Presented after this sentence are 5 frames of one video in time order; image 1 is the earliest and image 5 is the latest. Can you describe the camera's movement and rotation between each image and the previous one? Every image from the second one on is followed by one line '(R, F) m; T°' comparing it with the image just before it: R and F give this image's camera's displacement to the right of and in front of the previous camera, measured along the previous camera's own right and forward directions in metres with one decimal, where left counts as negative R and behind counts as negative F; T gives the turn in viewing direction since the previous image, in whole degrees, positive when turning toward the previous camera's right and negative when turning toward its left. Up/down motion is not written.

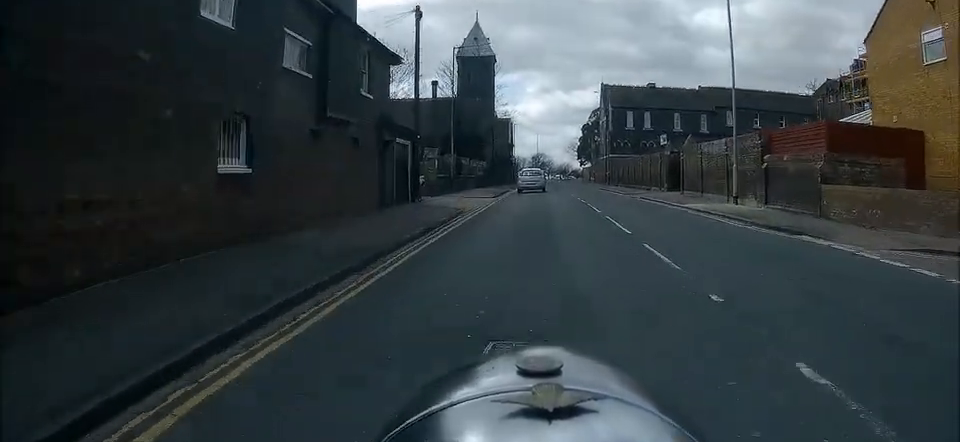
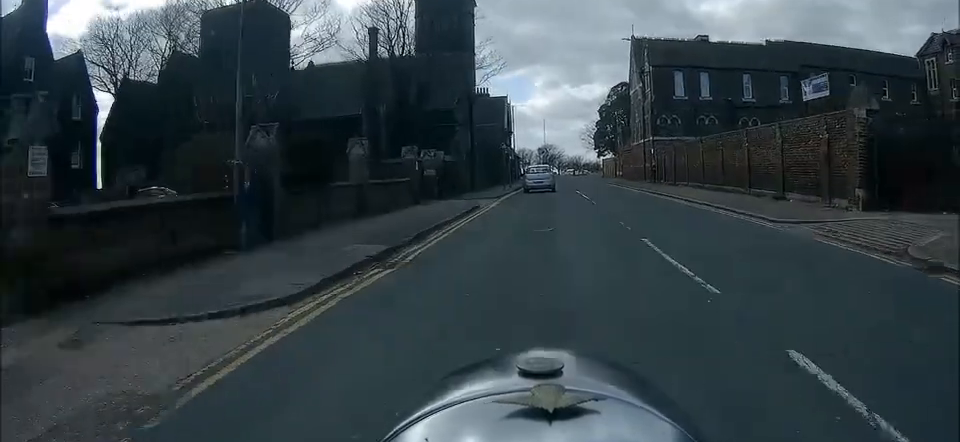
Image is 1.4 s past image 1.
(-0.1, +22.5) m; 0°
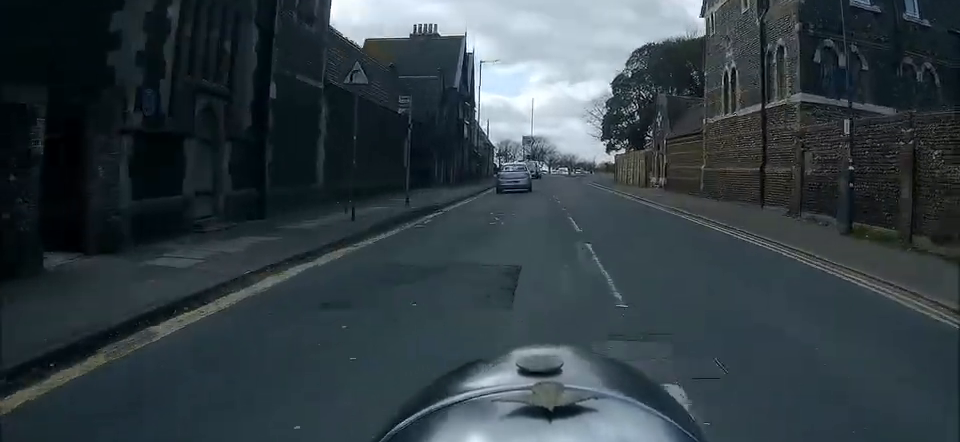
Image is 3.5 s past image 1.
(+0.2, +30.5) m; 0°
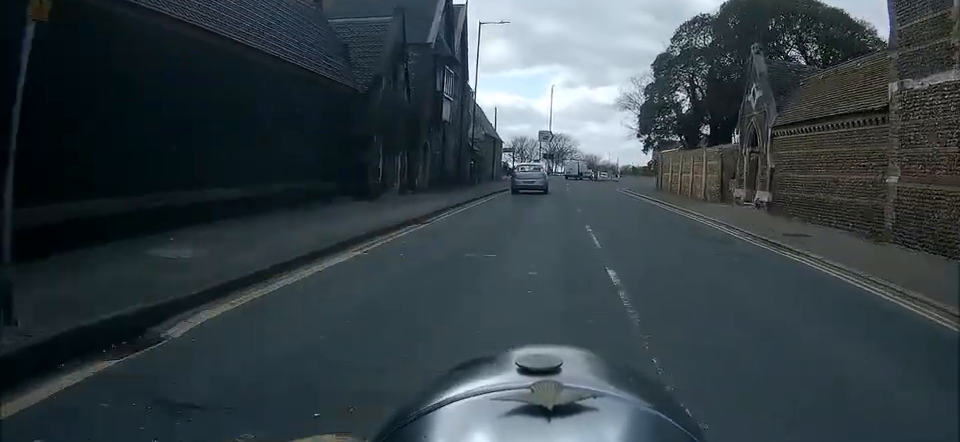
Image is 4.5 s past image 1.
(-0.2, +15.3) m; -1°
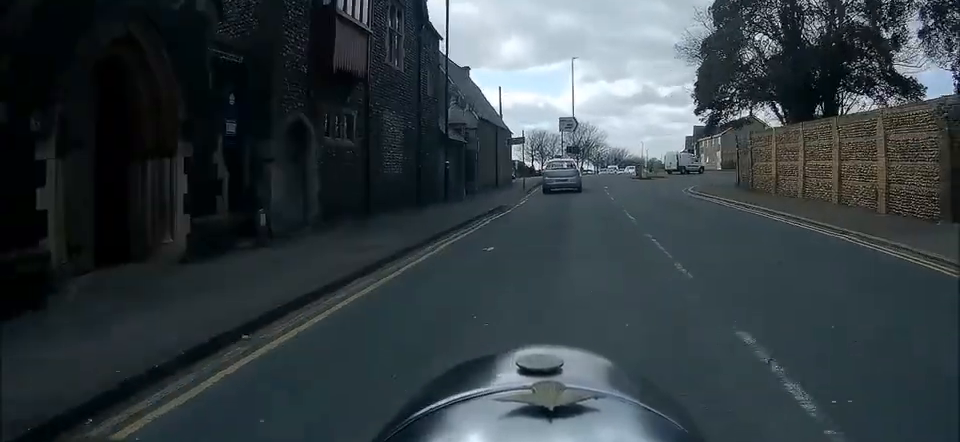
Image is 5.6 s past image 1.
(0.0, +13.5) m; 0°
